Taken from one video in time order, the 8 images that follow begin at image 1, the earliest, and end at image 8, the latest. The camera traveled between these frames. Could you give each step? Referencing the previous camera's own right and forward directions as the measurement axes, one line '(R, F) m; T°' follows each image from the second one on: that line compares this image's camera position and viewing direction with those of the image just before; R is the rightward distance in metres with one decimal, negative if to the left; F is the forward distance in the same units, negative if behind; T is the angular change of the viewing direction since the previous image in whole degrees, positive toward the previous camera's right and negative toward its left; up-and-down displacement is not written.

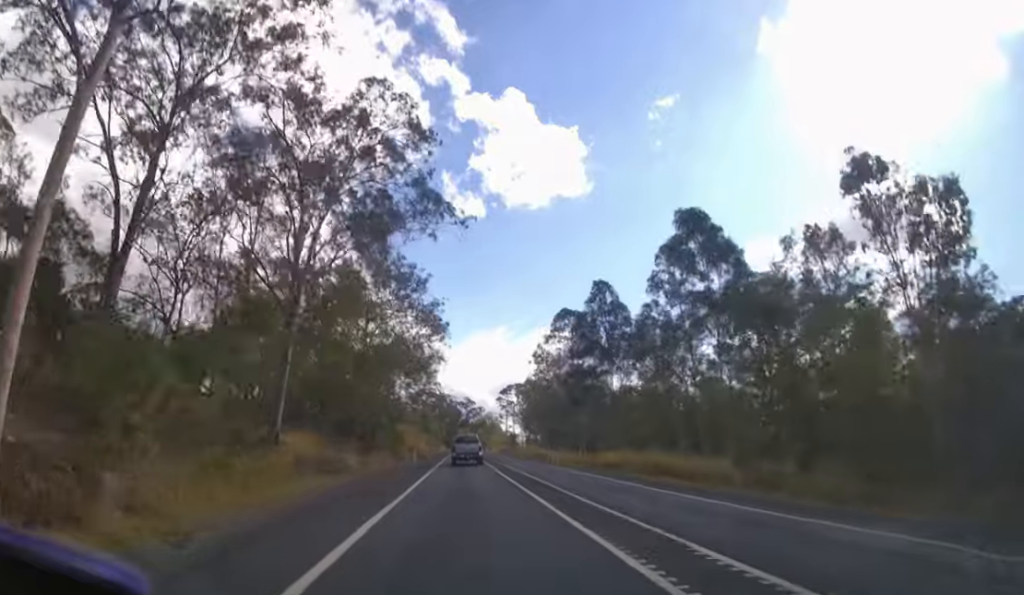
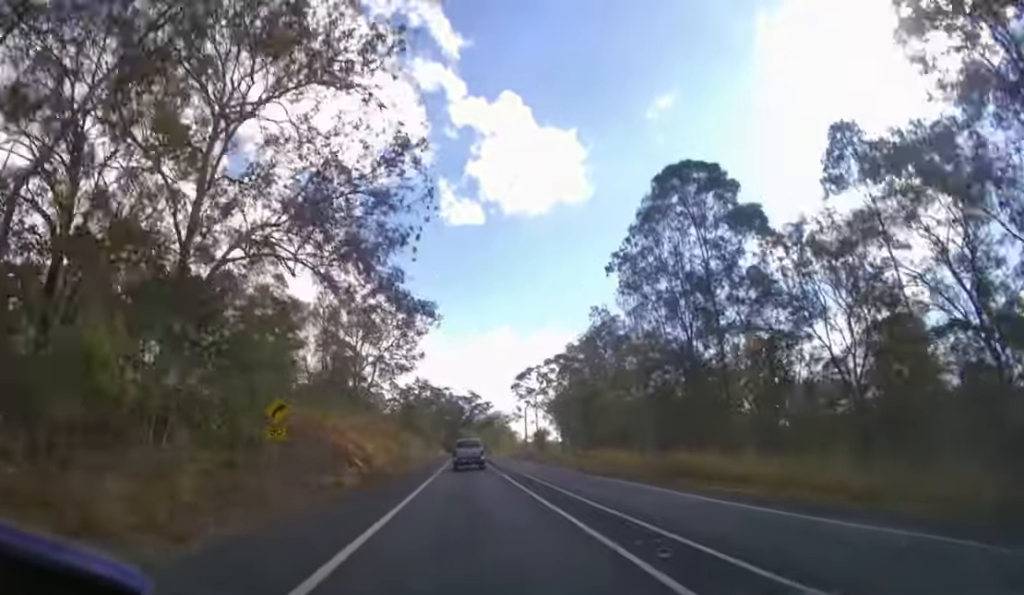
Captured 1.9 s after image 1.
(0.0, +47.9) m; 0°
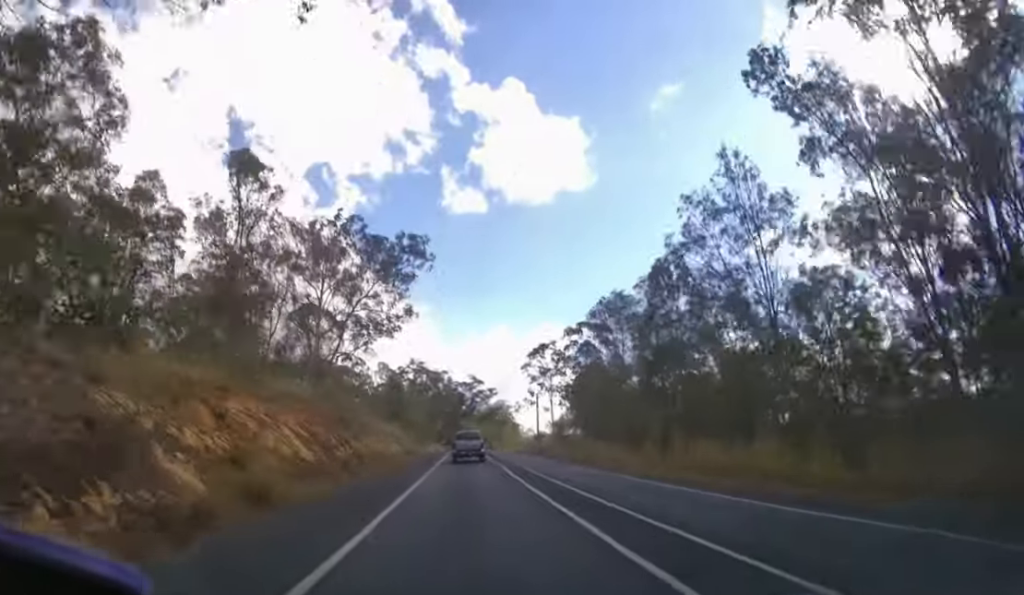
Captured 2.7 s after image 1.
(0.0, +19.2) m; 0°
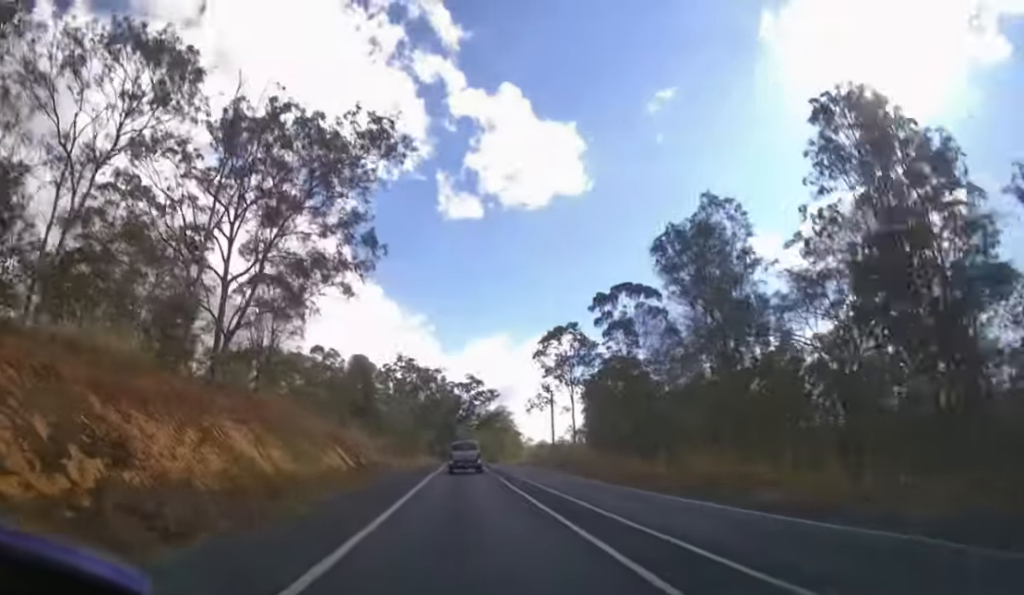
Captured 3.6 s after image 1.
(0.0, +19.4) m; 0°
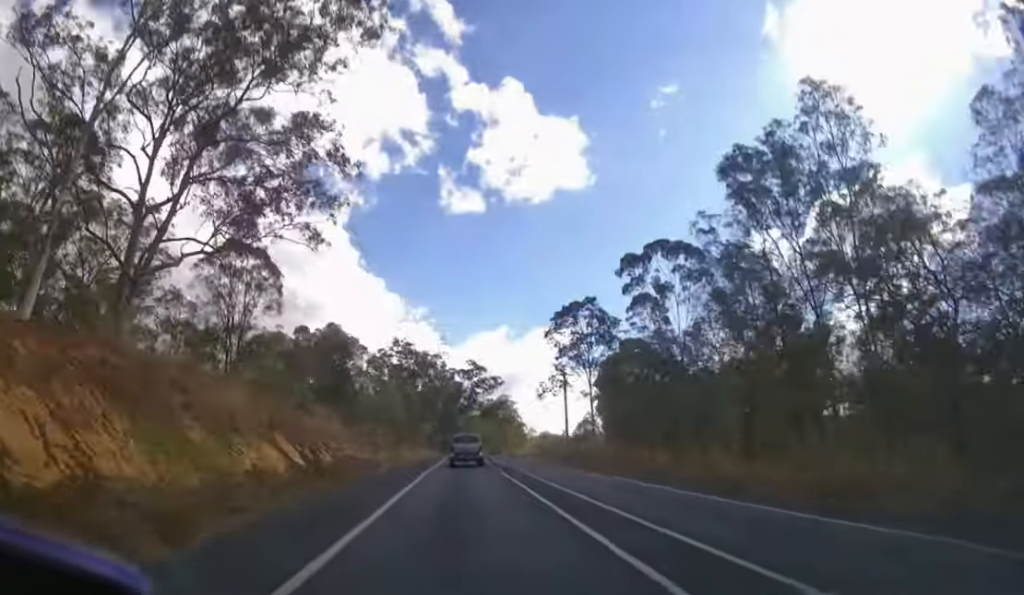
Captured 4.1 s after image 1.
(0.0, +9.7) m; 0°
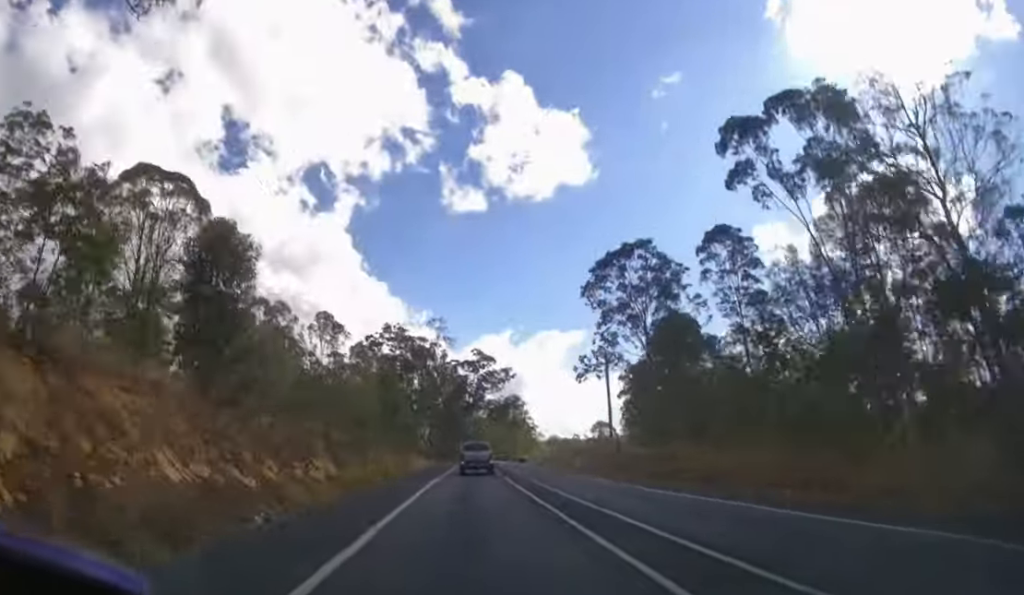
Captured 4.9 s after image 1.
(-0.1, +16.5) m; 0°
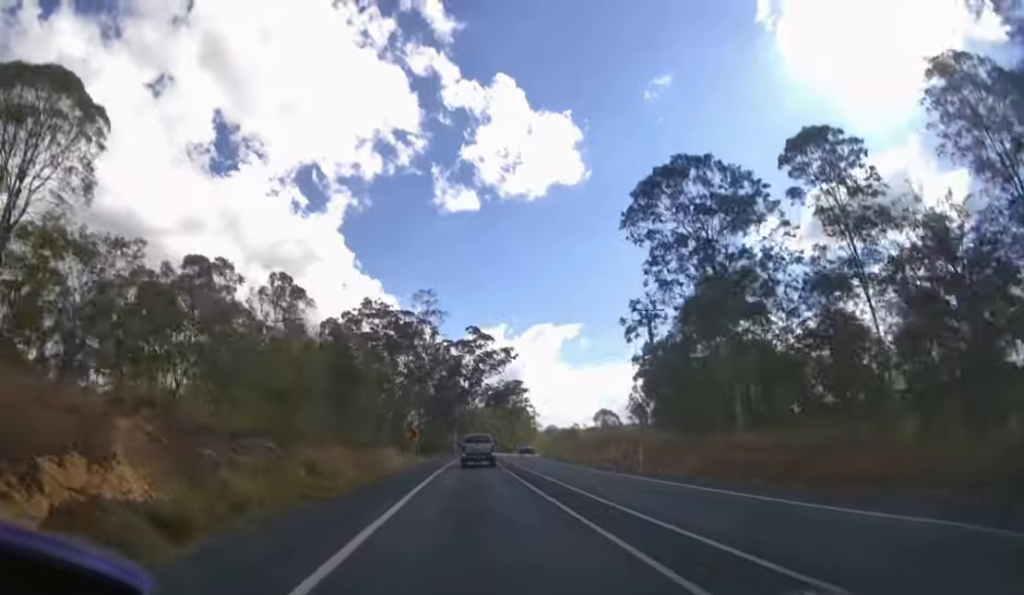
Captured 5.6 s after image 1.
(0.0, +11.5) m; 0°
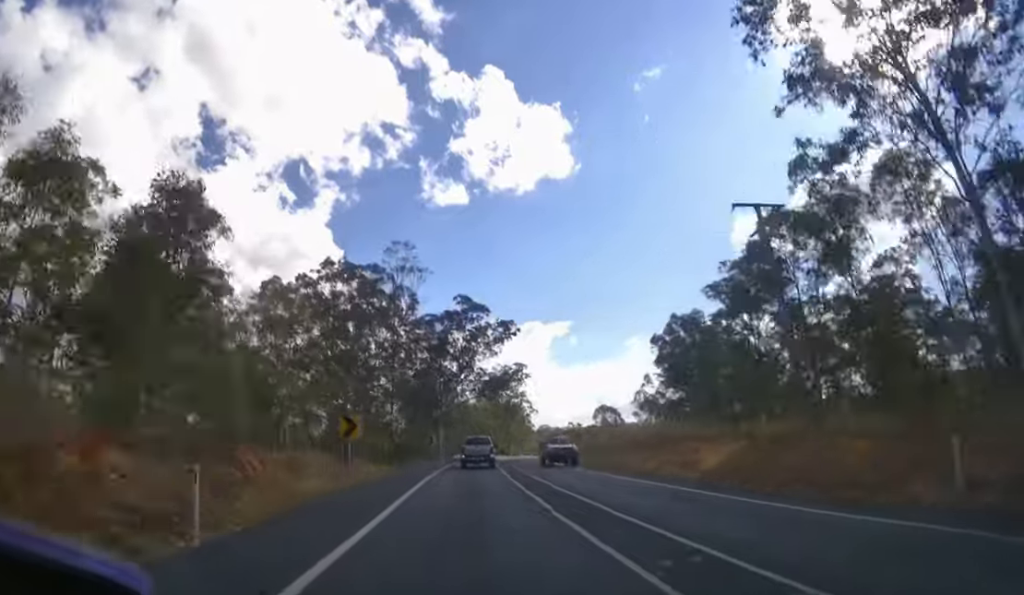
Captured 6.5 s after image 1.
(+0.1, +14.6) m; +1°
